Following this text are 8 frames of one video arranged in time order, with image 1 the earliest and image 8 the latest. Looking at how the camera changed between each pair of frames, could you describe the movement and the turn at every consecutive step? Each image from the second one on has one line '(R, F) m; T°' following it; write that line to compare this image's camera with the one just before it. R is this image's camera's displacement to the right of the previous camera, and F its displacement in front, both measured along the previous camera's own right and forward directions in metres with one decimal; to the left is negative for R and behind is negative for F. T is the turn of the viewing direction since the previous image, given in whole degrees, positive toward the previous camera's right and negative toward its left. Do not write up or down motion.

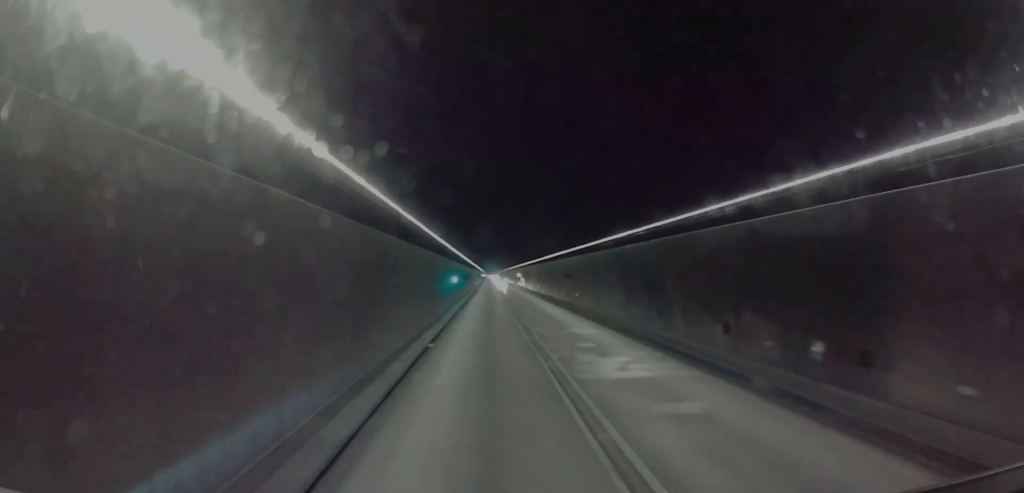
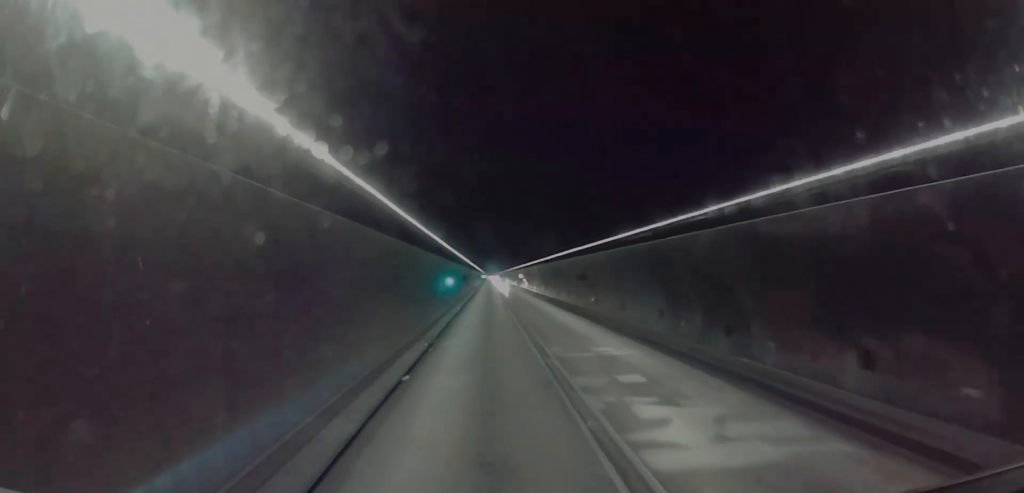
(0.0, +7.5) m; 0°
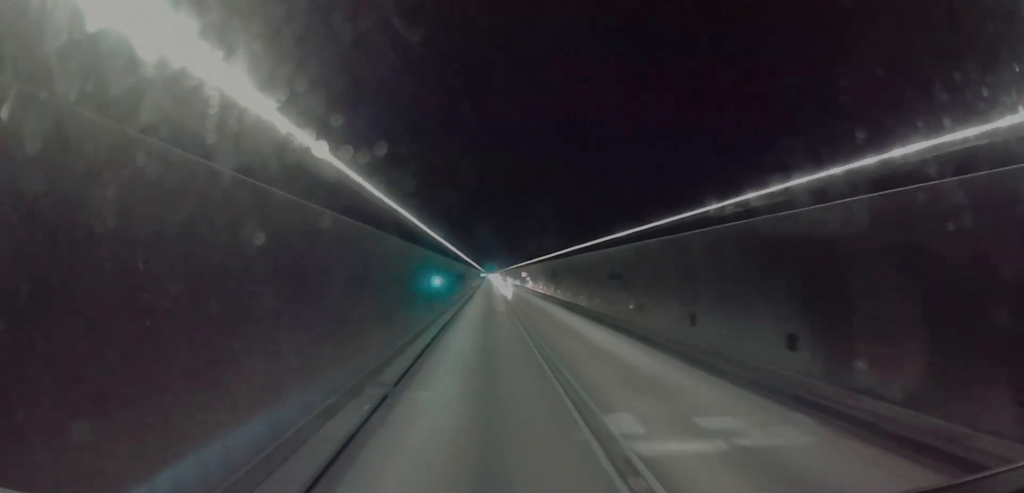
(0.0, +11.5) m; 0°
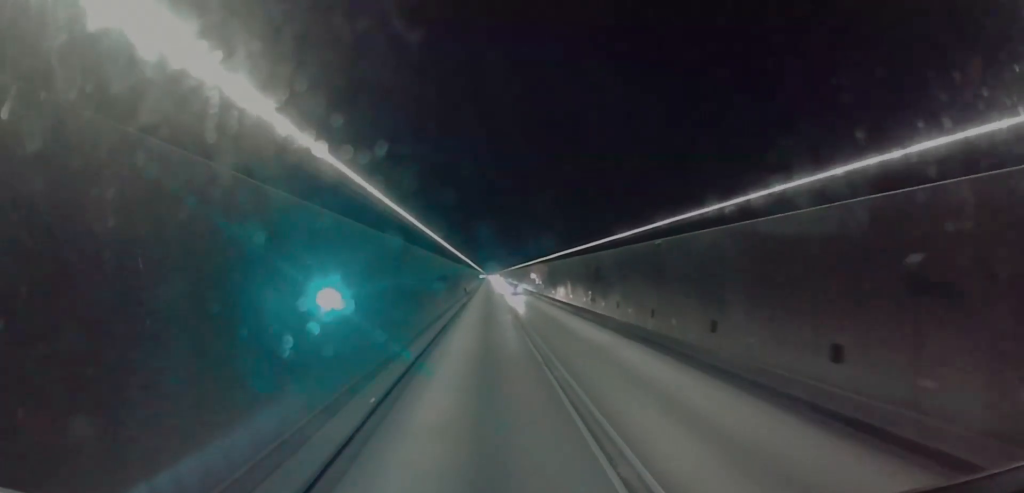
(0.0, +24.1) m; 0°
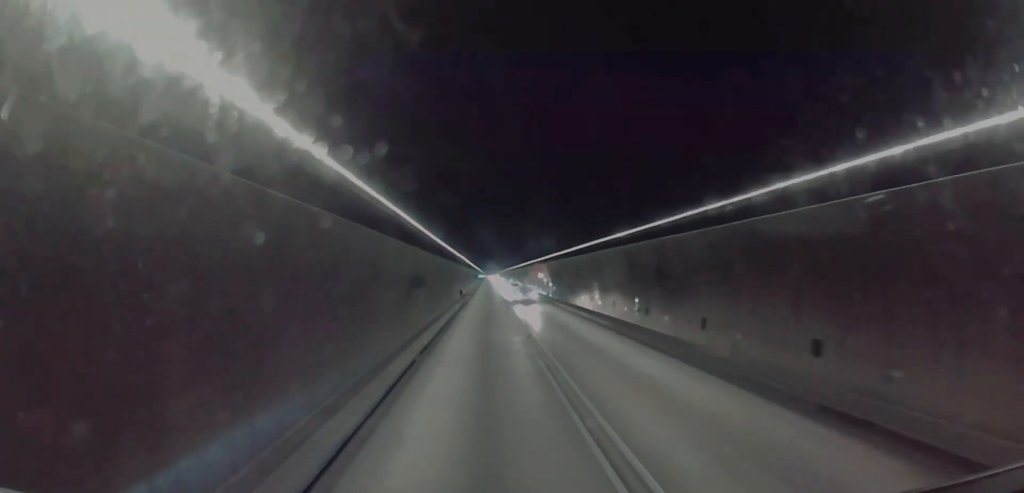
(0.0, +13.5) m; 0°
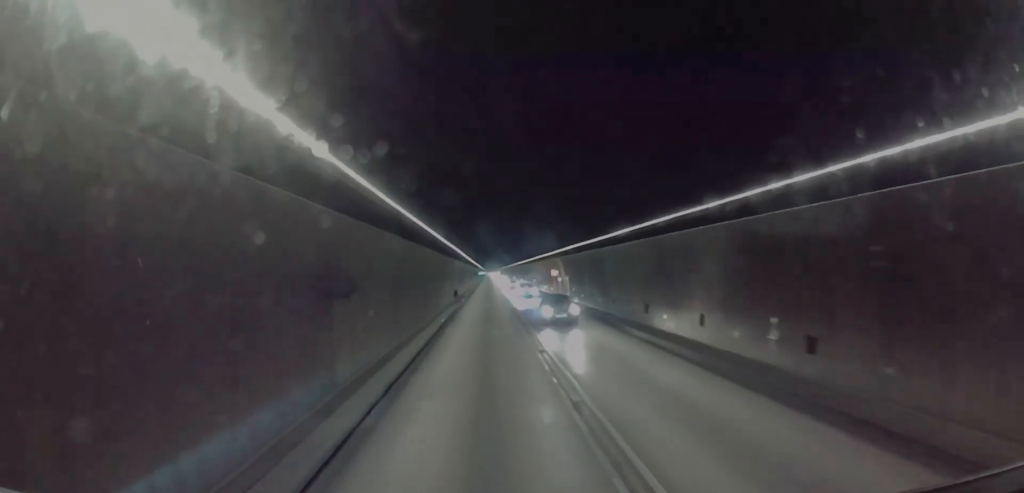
(0.0, +14.3) m; 0°
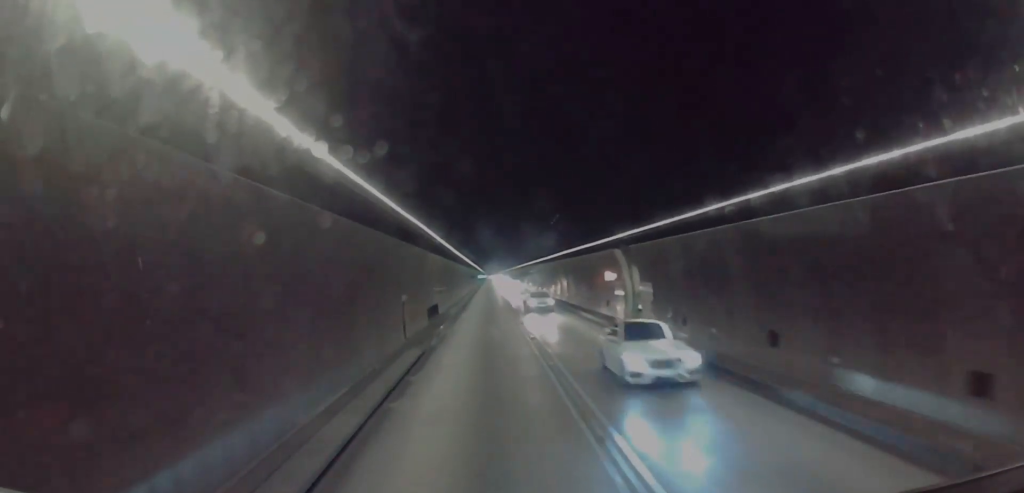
(0.0, +26.9) m; 0°
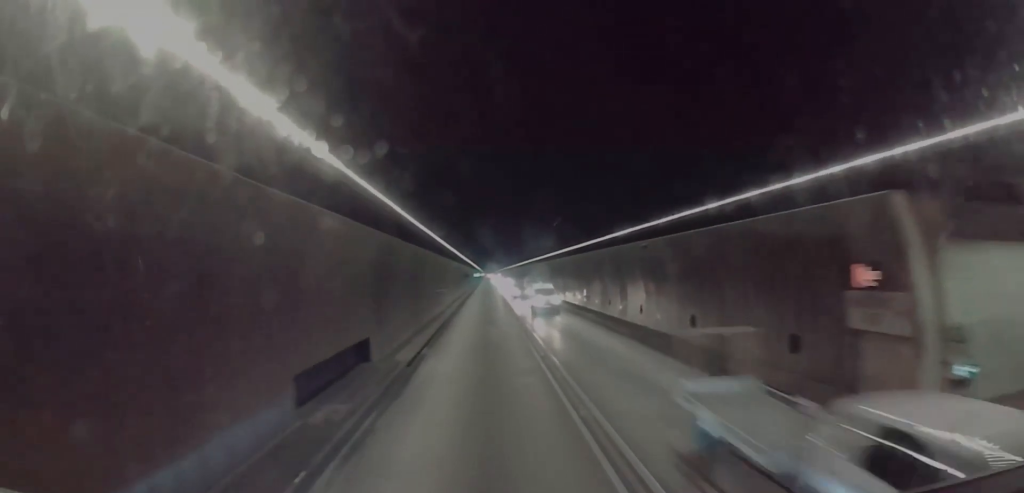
(0.0, +23.1) m; 0°
